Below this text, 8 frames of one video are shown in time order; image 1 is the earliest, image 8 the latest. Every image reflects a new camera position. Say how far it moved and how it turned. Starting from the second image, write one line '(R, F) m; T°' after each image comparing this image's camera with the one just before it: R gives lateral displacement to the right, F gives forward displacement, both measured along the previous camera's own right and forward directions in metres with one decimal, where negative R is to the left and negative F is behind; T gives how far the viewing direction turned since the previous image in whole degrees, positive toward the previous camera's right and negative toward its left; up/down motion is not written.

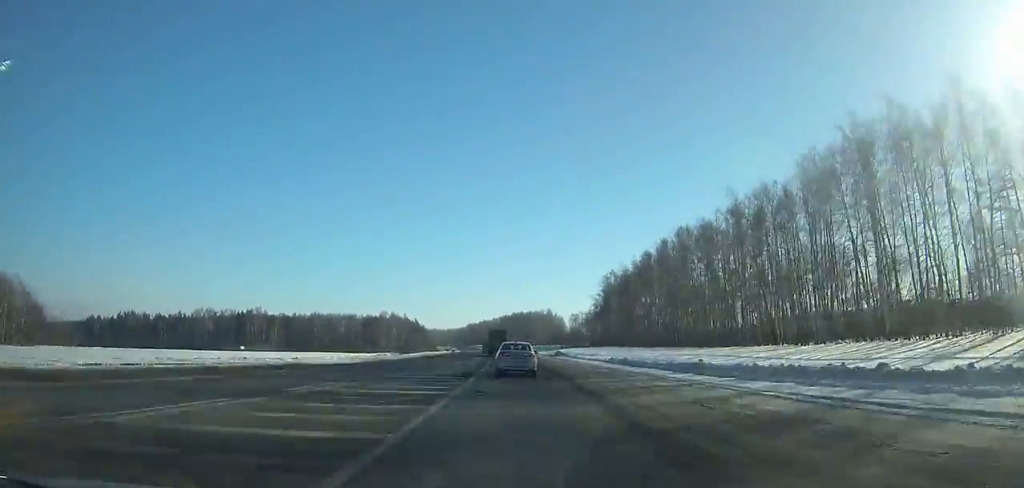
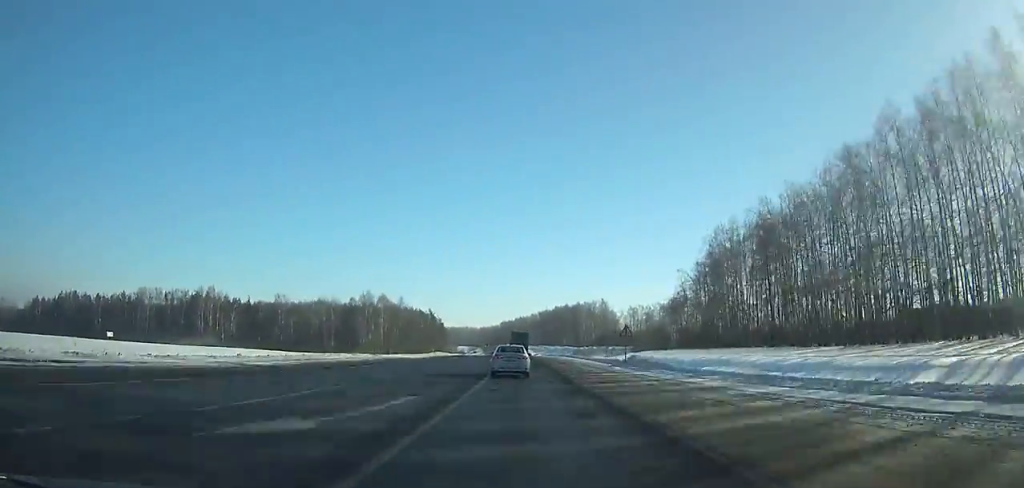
(-2.7, +90.8) m; -2°
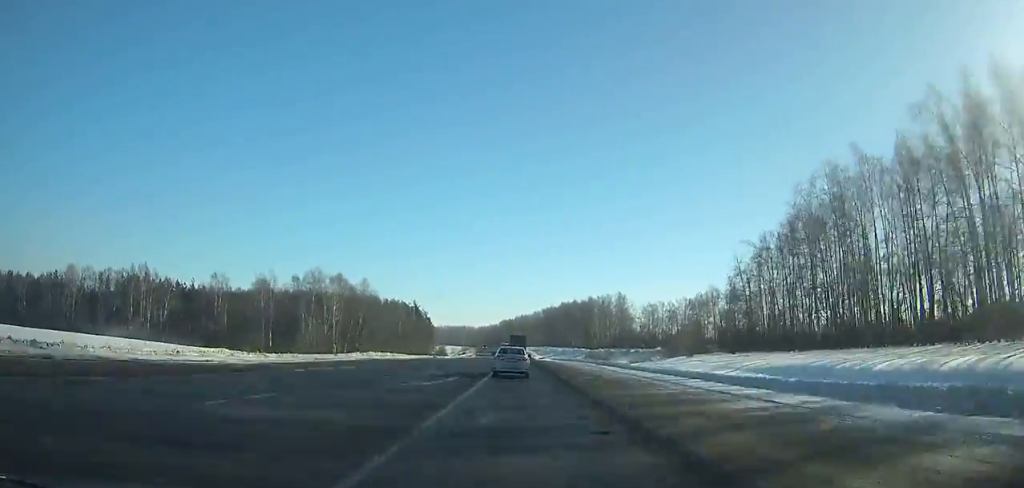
(-0.1, +48.2) m; 0°
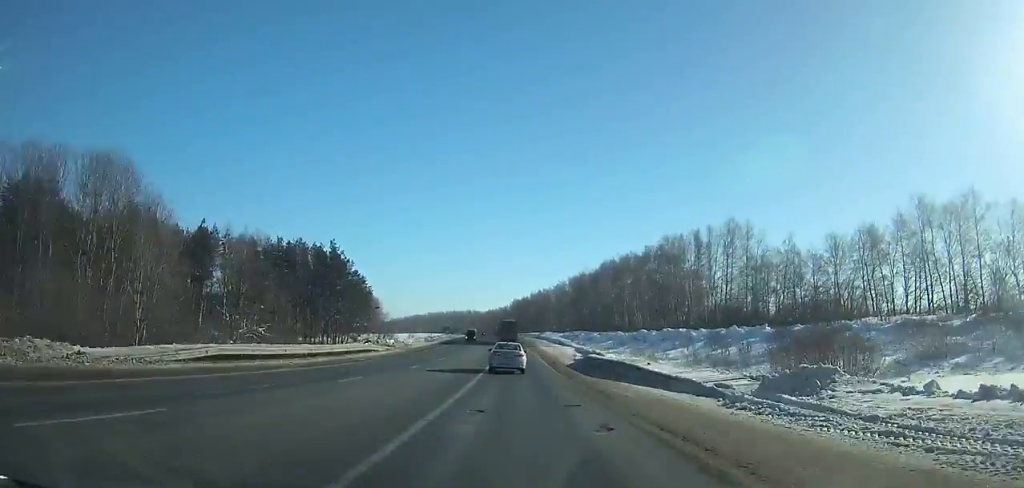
(-1.7, +124.0) m; -2°
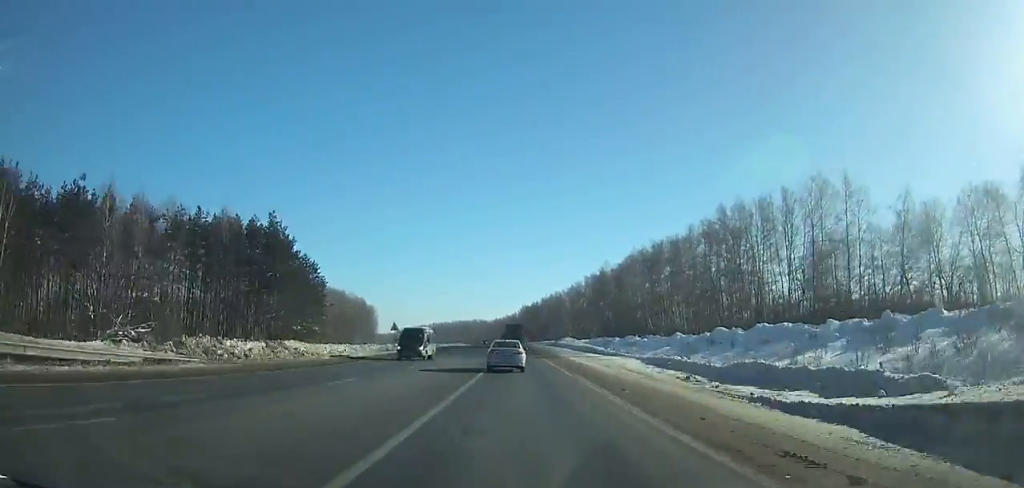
(-0.5, +36.6) m; -1°
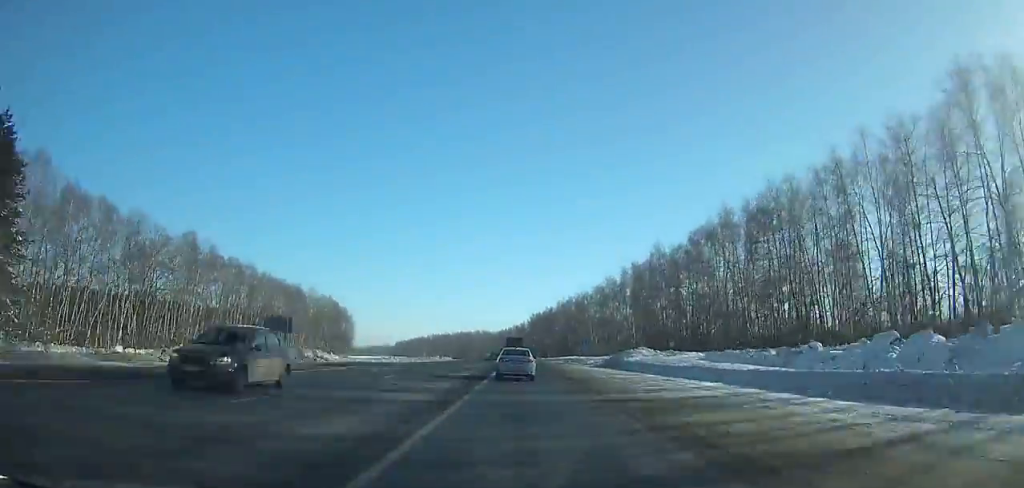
(-0.4, +66.7) m; 0°
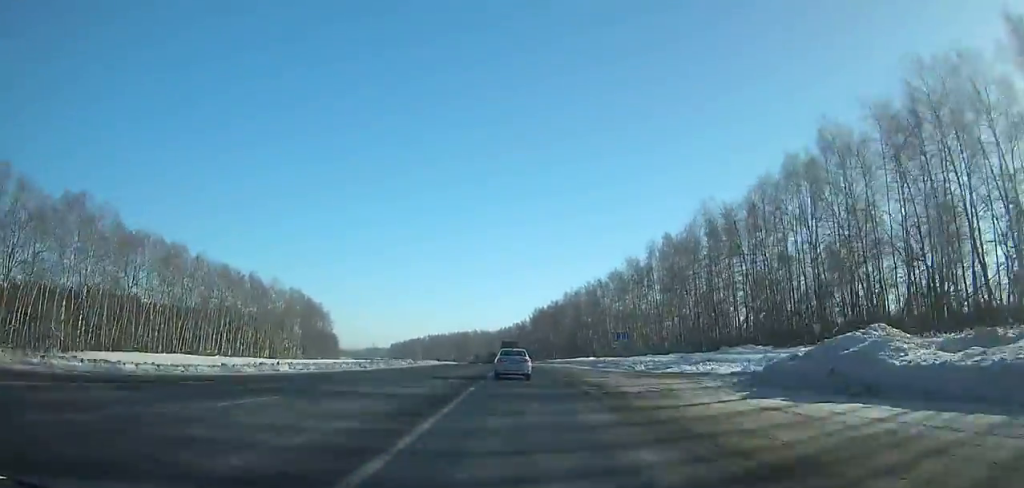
(0.0, +38.2) m; 0°
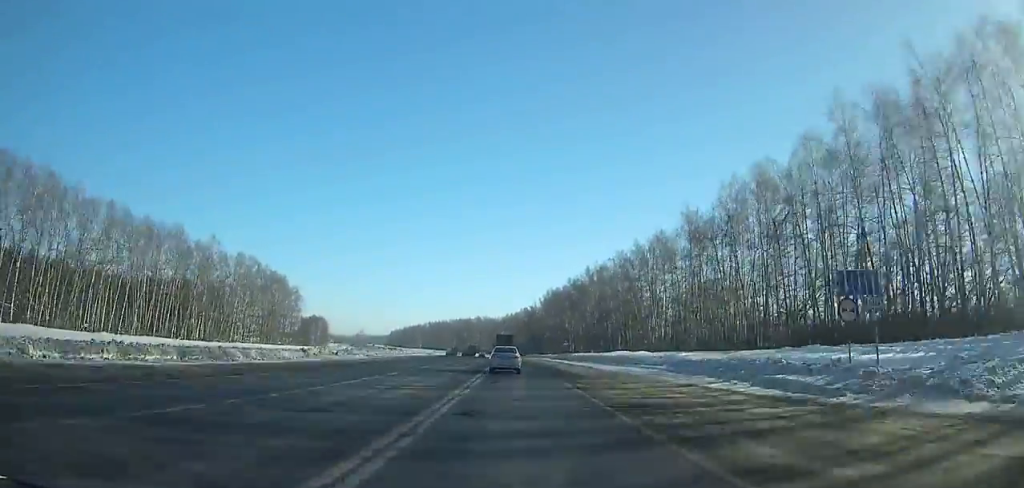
(-0.1, +48.4) m; -1°
